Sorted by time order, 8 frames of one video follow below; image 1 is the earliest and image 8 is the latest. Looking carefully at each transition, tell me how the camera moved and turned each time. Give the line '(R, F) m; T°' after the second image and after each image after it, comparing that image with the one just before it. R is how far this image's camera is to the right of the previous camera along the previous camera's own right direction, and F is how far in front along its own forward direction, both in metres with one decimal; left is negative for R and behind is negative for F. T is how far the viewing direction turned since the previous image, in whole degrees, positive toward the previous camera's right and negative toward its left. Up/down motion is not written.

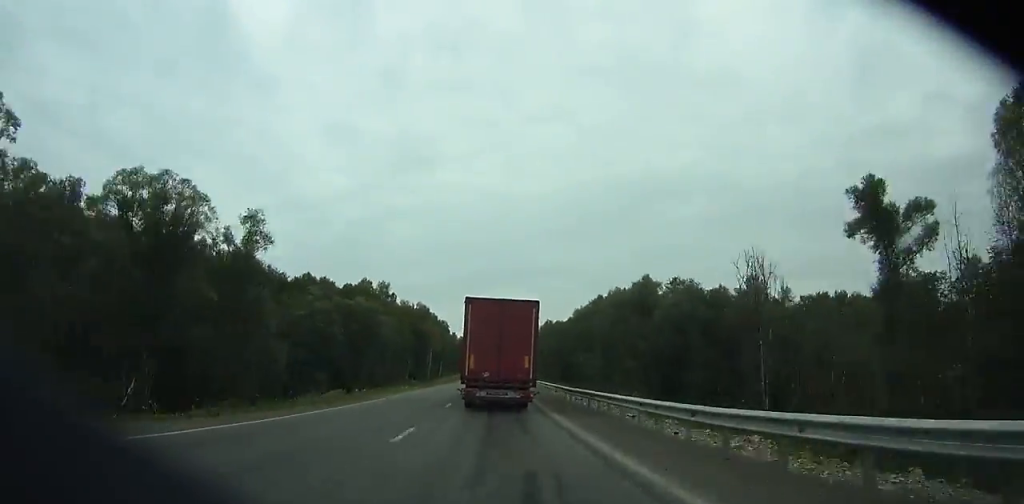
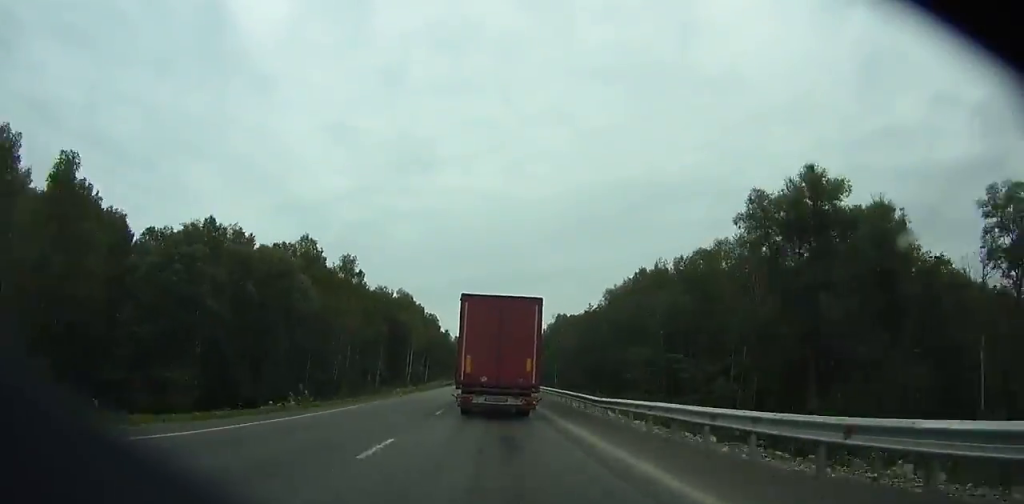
(+0.1, +48.0) m; 0°
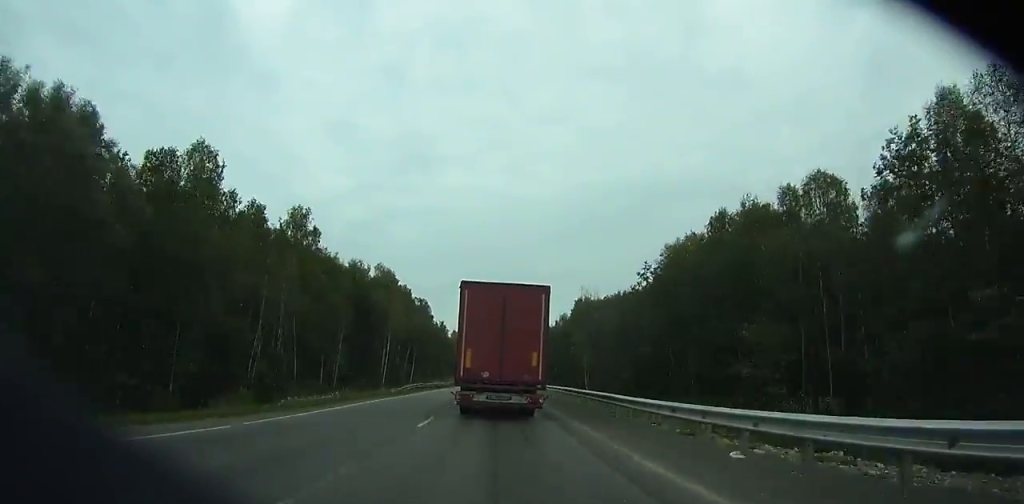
(-0.1, +42.0) m; 0°
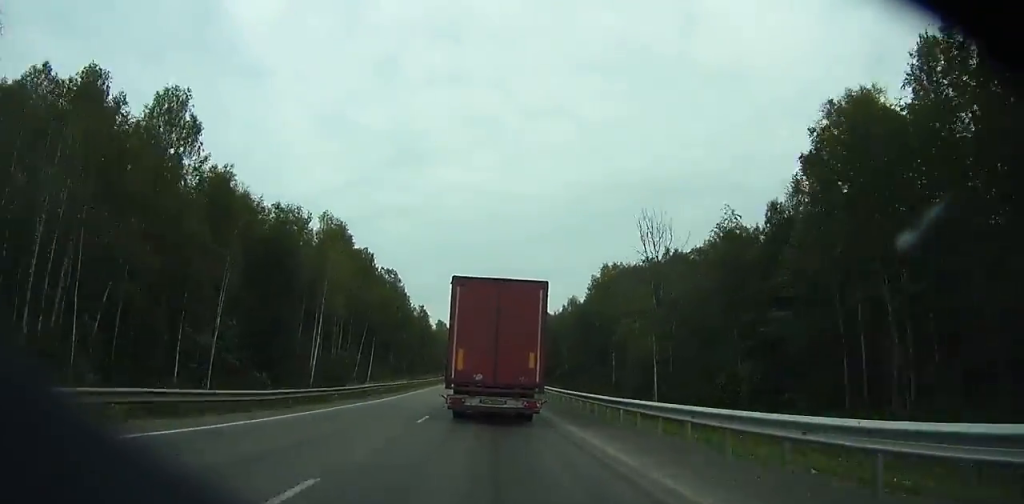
(0.0, +45.3) m; 0°
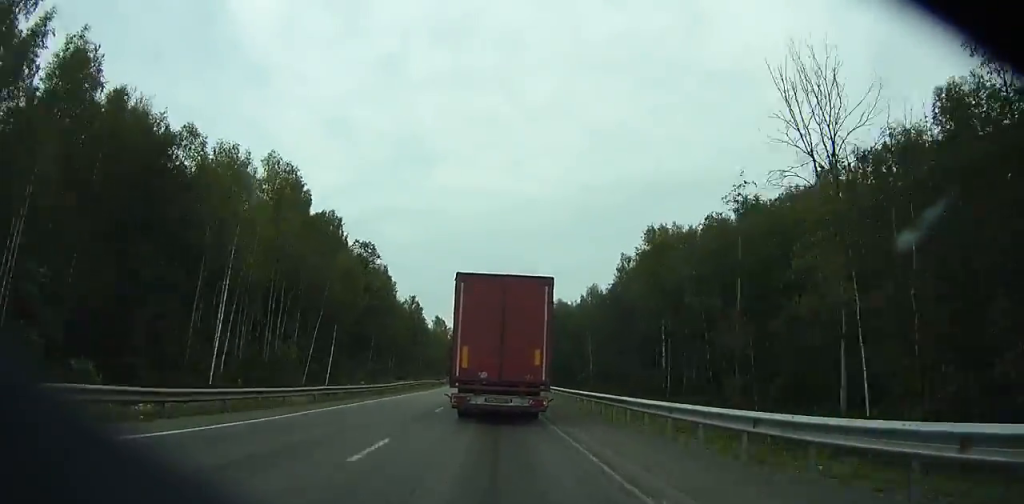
(0.0, +31.6) m; 0°
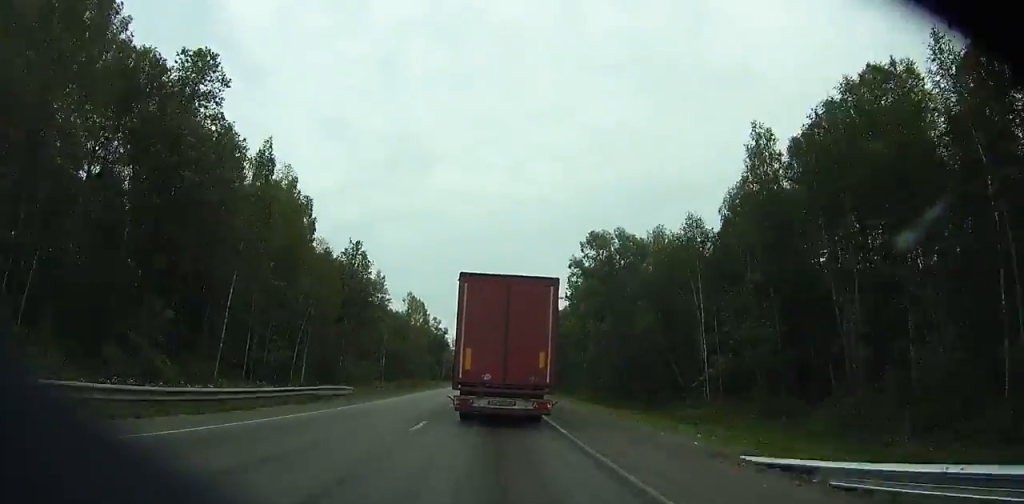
(0.0, +65.5) m; 0°
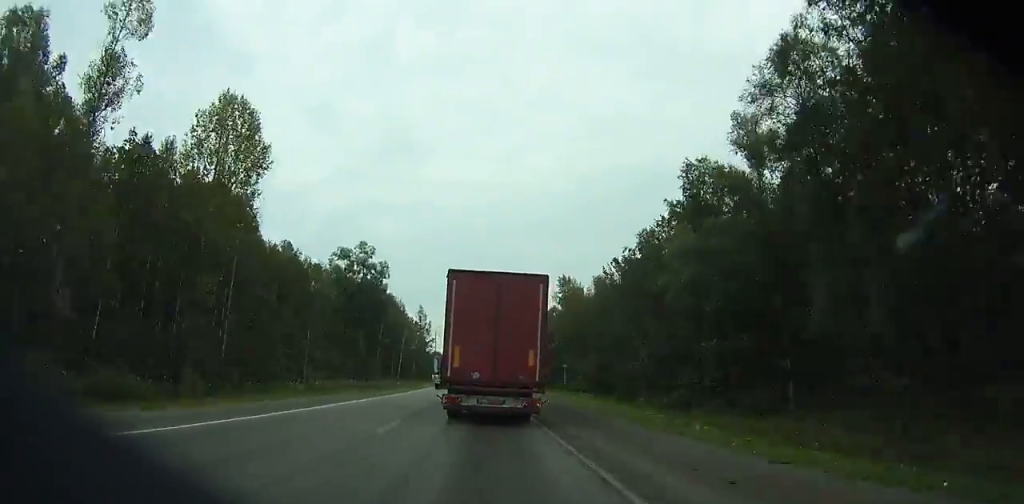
(-0.9, +114.9) m; 0°
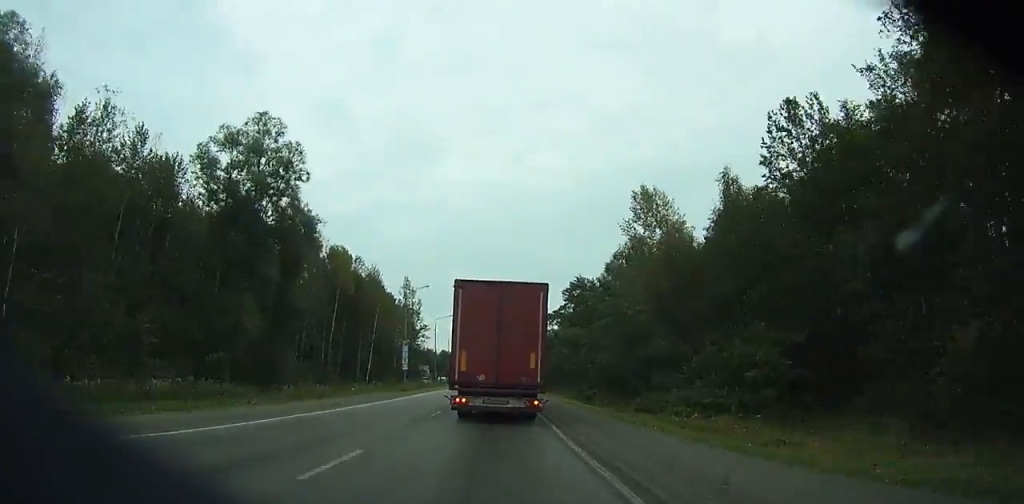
(+0.9, +52.1) m; +1°
